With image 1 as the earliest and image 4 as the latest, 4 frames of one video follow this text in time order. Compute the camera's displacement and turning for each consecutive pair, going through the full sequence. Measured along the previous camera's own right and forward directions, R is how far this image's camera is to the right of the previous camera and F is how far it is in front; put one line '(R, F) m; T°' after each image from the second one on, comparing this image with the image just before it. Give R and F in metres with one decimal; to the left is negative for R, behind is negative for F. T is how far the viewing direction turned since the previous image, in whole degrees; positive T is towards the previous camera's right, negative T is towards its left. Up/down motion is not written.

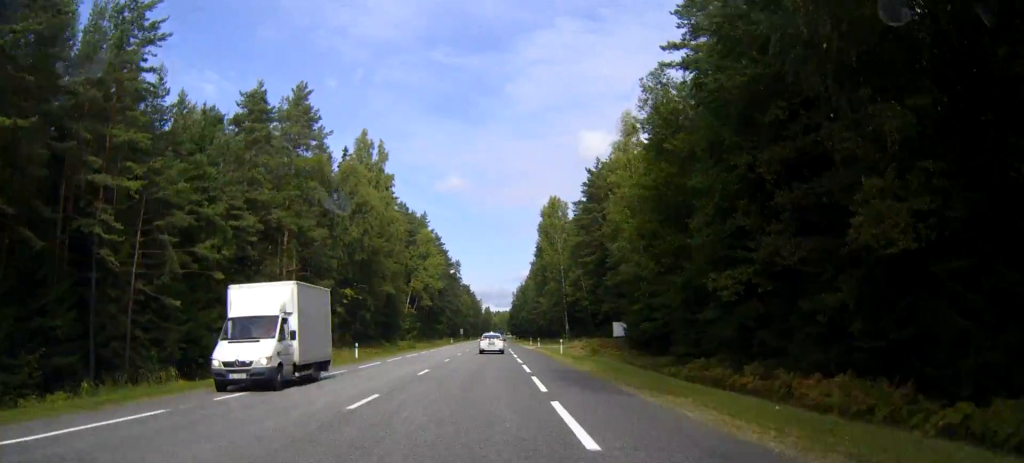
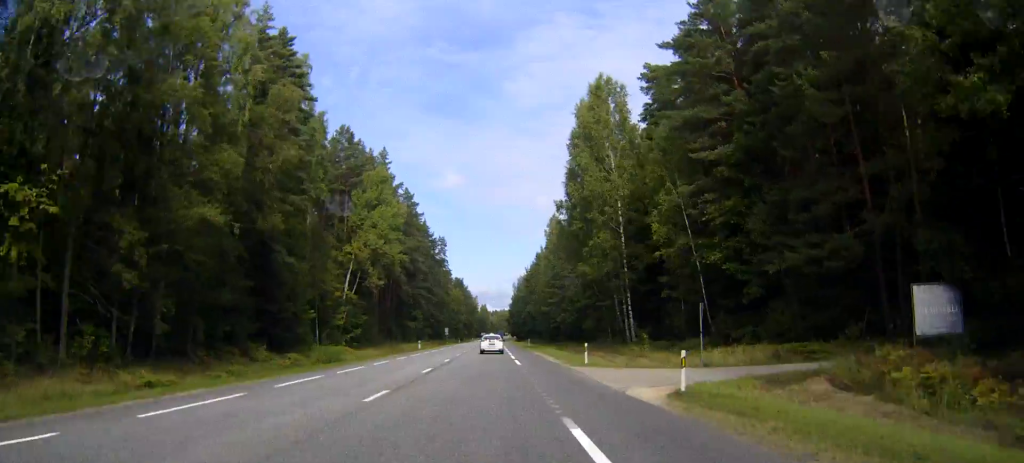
(-0.7, +60.6) m; -1°
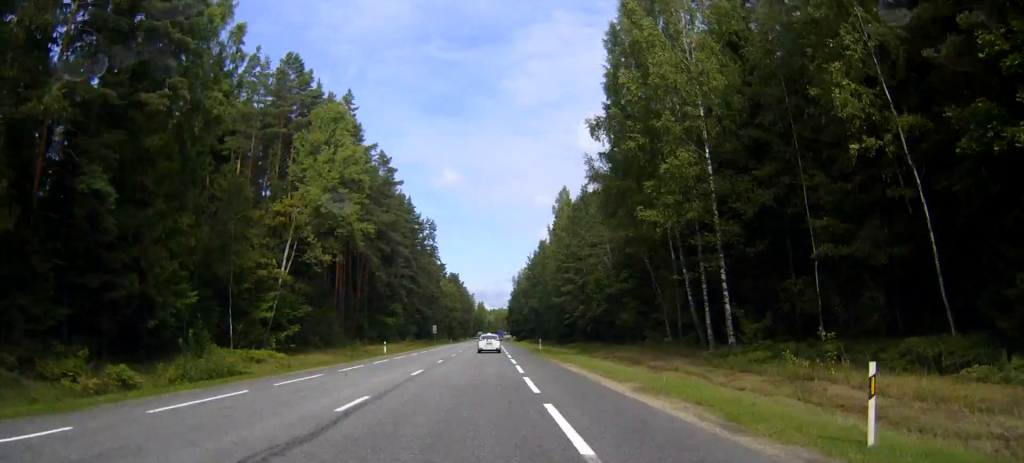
(+0.3, +26.7) m; +1°
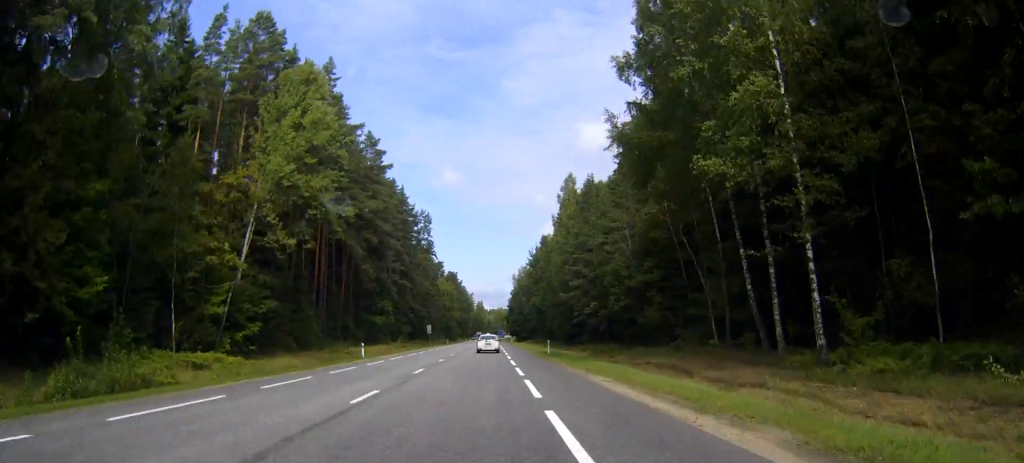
(+0.1, +10.5) m; 0°
